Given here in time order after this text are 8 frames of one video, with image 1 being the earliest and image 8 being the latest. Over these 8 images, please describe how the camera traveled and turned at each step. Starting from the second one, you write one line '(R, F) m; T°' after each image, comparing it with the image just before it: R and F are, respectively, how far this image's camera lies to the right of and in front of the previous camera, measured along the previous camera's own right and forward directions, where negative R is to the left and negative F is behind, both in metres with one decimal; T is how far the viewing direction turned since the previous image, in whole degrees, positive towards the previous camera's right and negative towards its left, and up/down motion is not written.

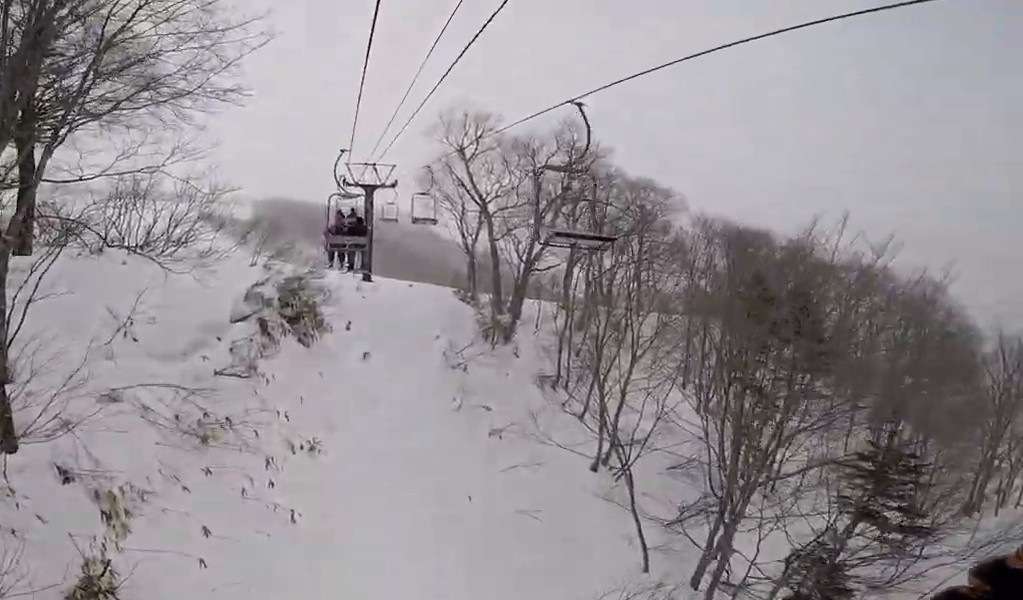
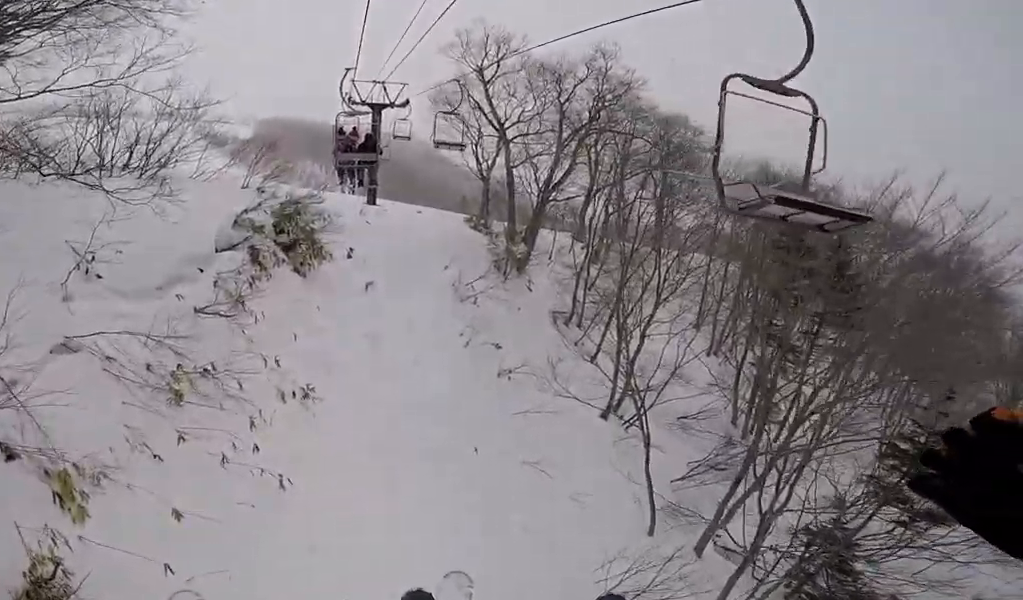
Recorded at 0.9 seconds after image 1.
(0.0, +1.8) m; 0°
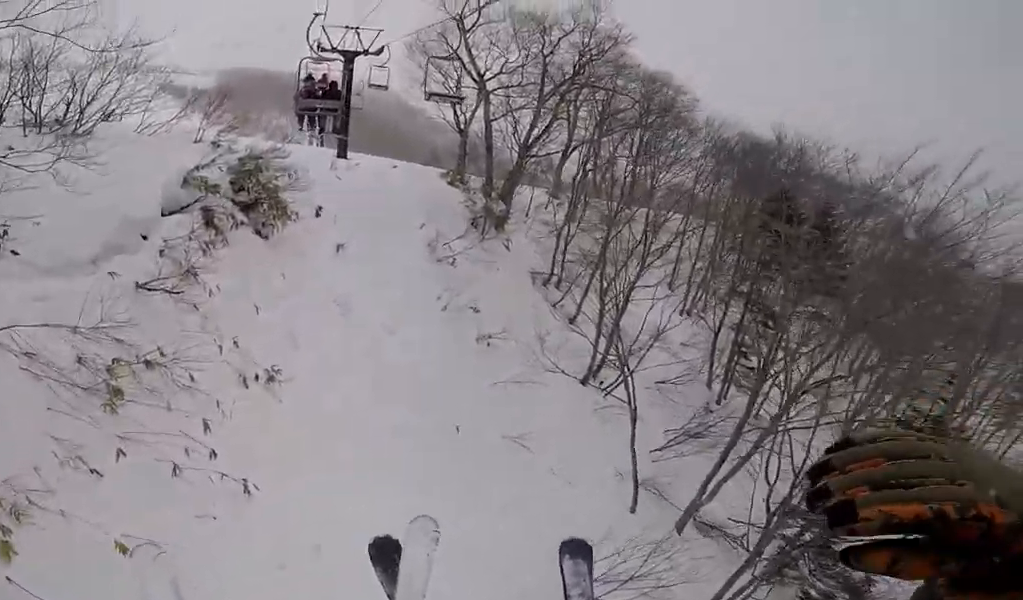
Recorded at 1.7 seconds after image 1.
(0.0, +1.4) m; 0°
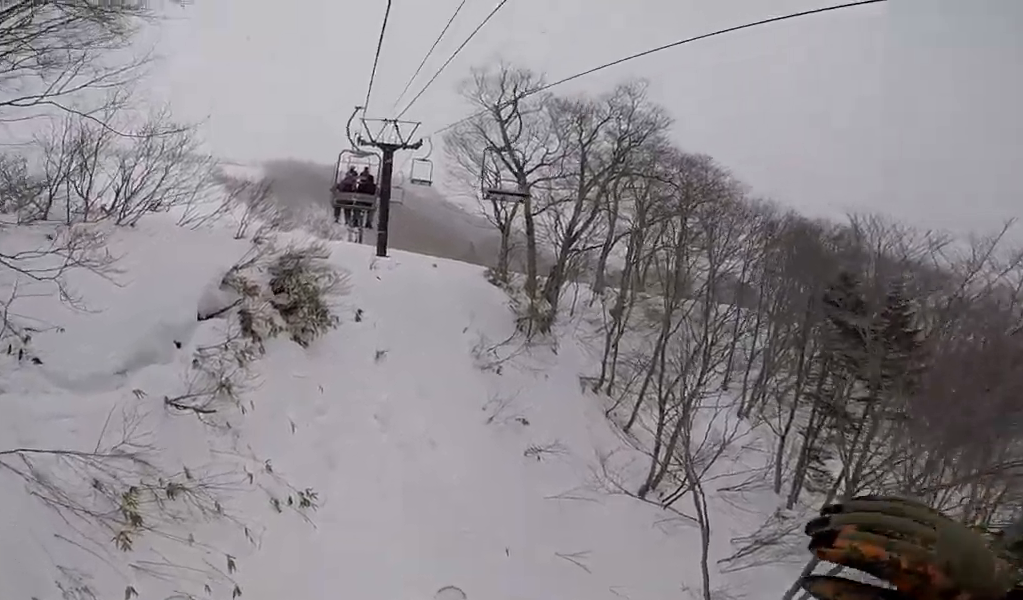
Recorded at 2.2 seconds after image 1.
(0.0, +1.0) m; 0°
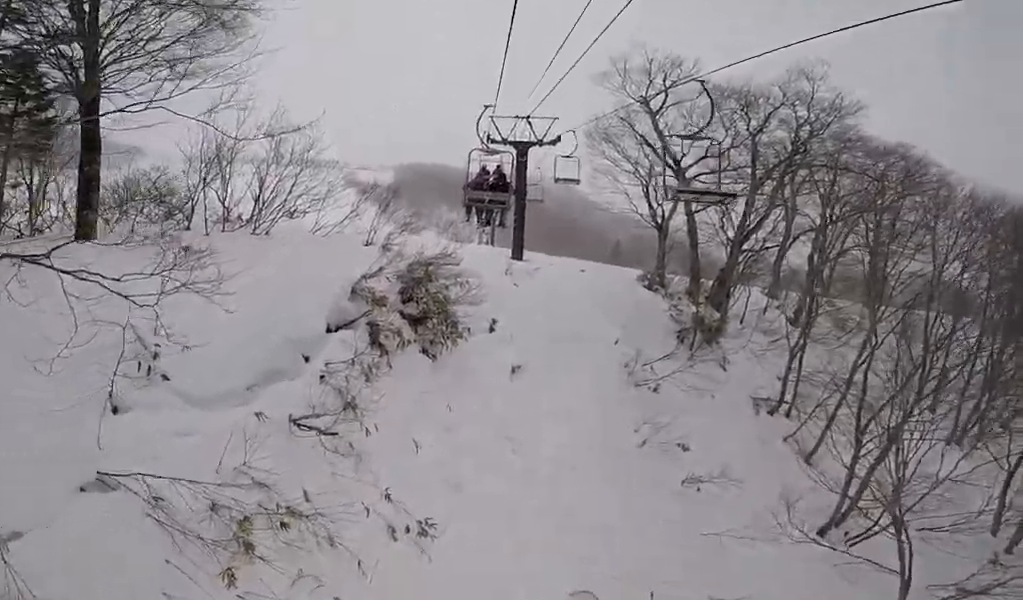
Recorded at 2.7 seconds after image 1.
(0.0, +1.0) m; 0°
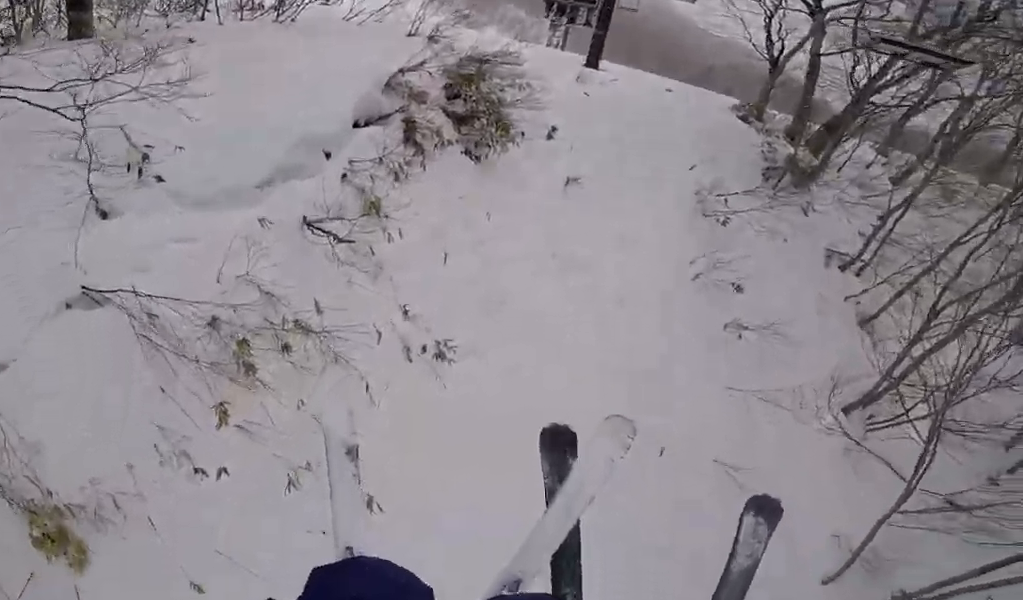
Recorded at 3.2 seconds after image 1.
(0.0, +1.0) m; 0°
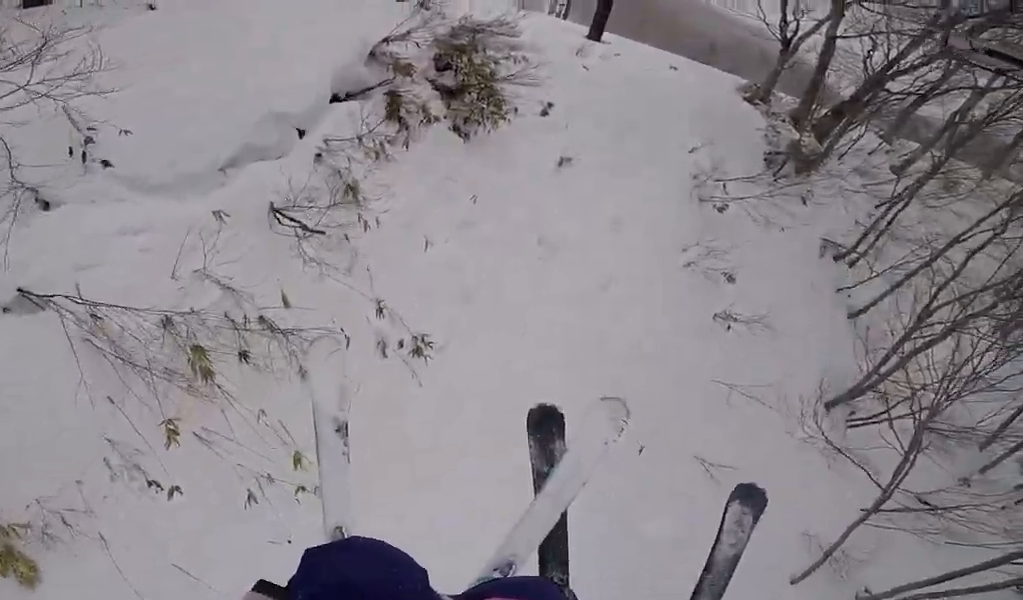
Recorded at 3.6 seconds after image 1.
(0.0, +0.8) m; 0°
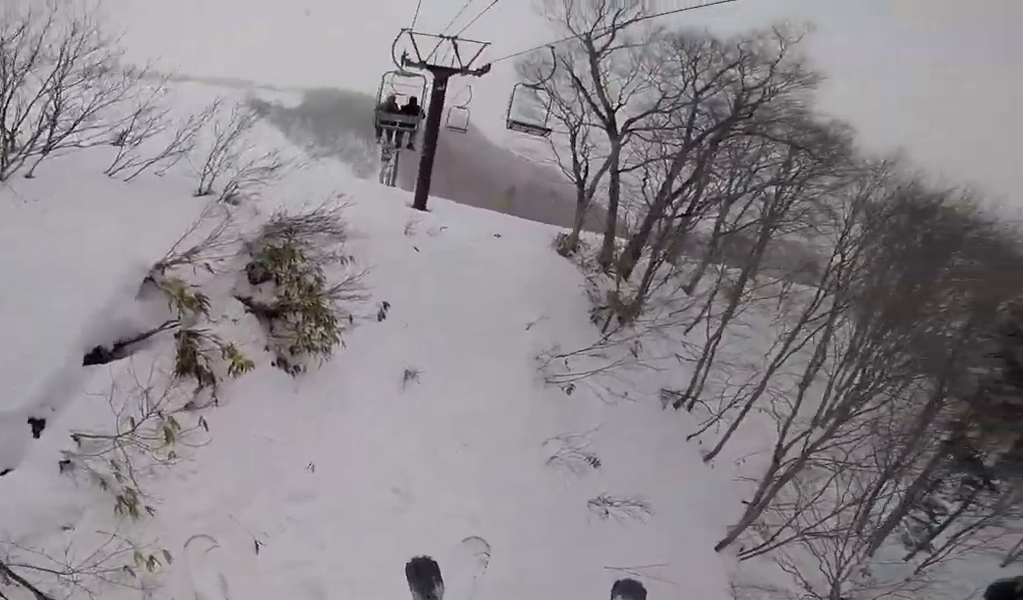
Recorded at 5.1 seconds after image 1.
(0.0, +2.9) m; 0°
